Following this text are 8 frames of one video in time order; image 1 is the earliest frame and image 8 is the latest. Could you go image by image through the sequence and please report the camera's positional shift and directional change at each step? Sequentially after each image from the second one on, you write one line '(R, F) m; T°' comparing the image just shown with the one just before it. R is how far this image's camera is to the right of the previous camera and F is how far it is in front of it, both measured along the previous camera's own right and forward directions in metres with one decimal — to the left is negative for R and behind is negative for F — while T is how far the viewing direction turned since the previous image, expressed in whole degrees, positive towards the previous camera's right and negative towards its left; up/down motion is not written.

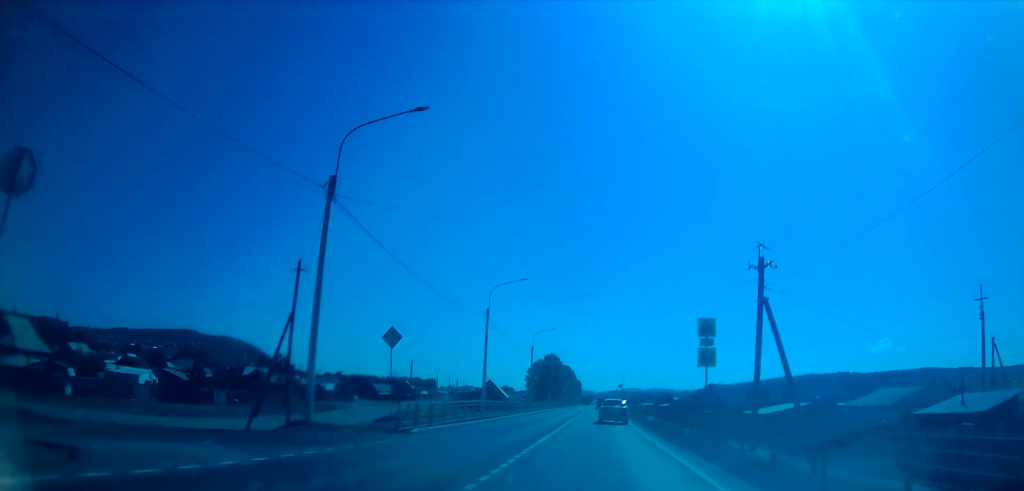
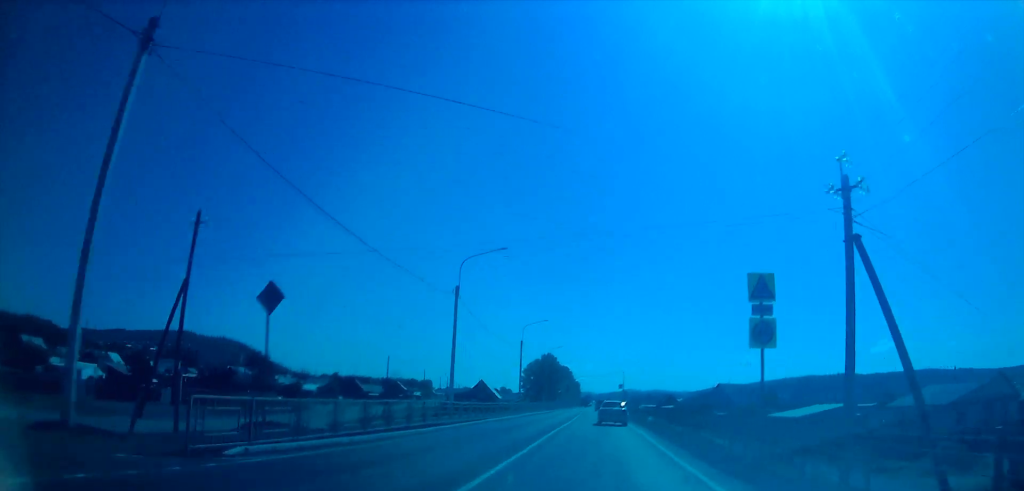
(-0.1, +11.0) m; 0°
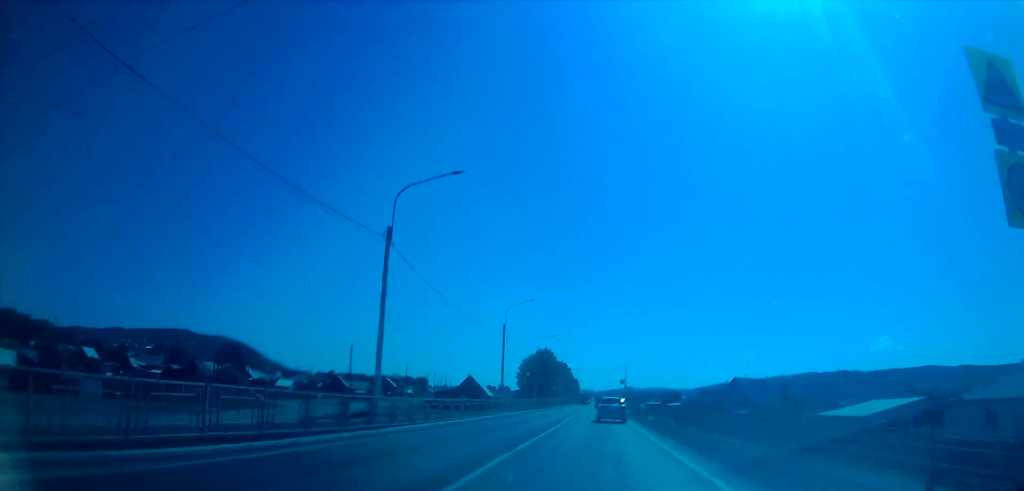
(+0.1, +13.9) m; 0°
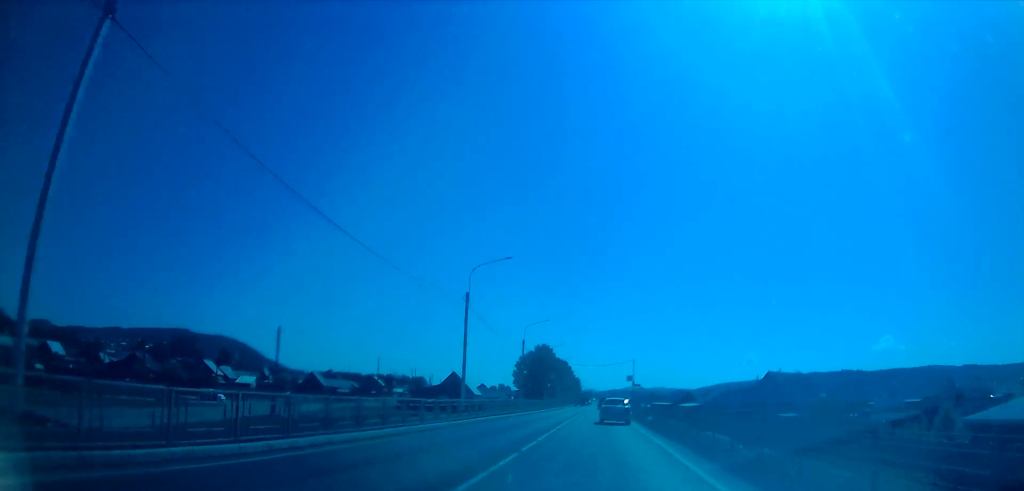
(-0.1, +19.5) m; 0°
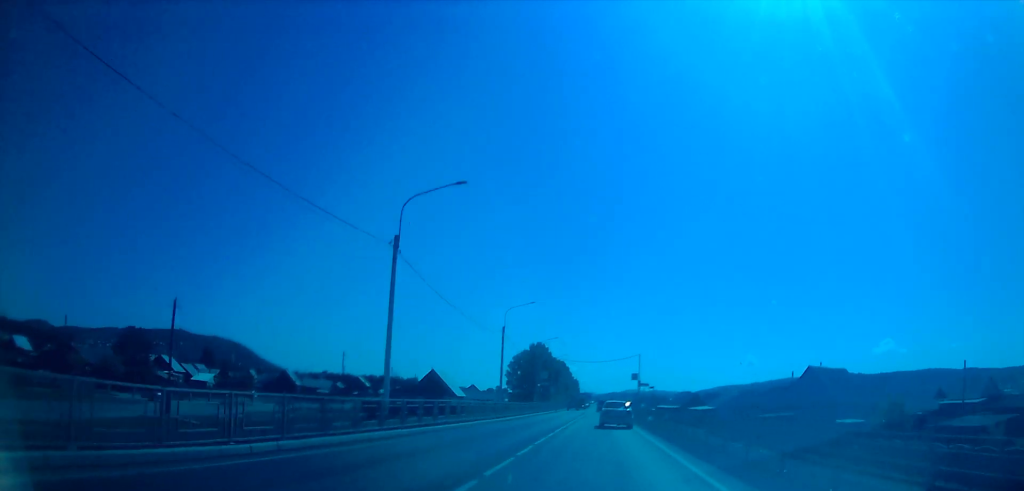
(0.0, +15.8) m; 0°
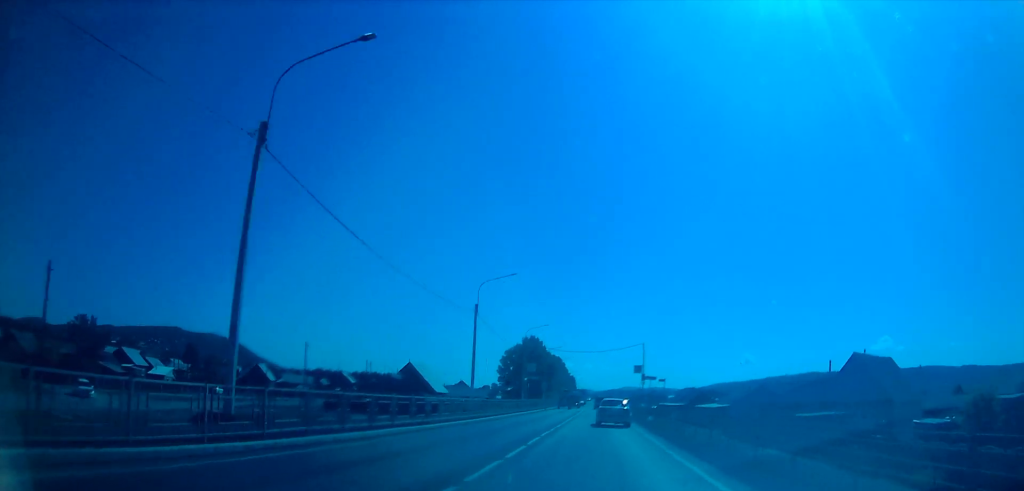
(0.0, +12.9) m; 0°
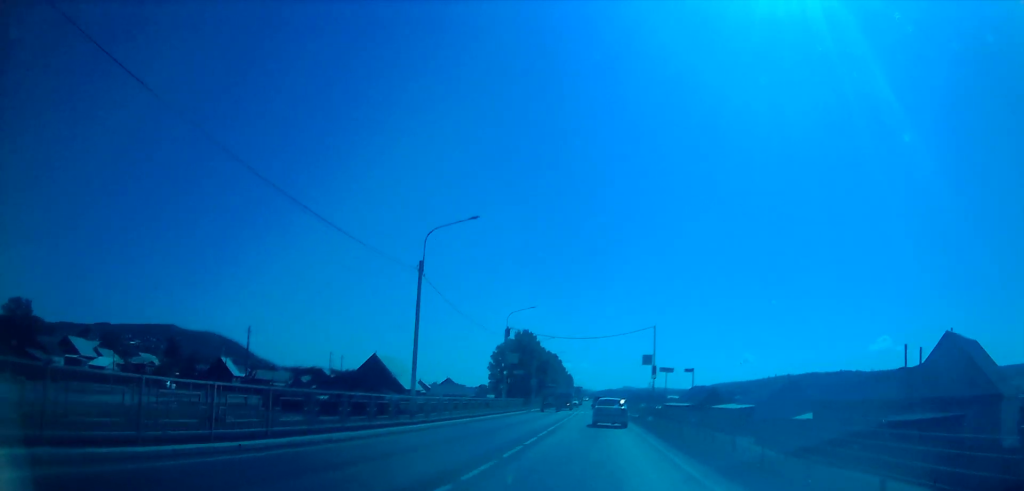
(+0.1, +16.2) m; 0°
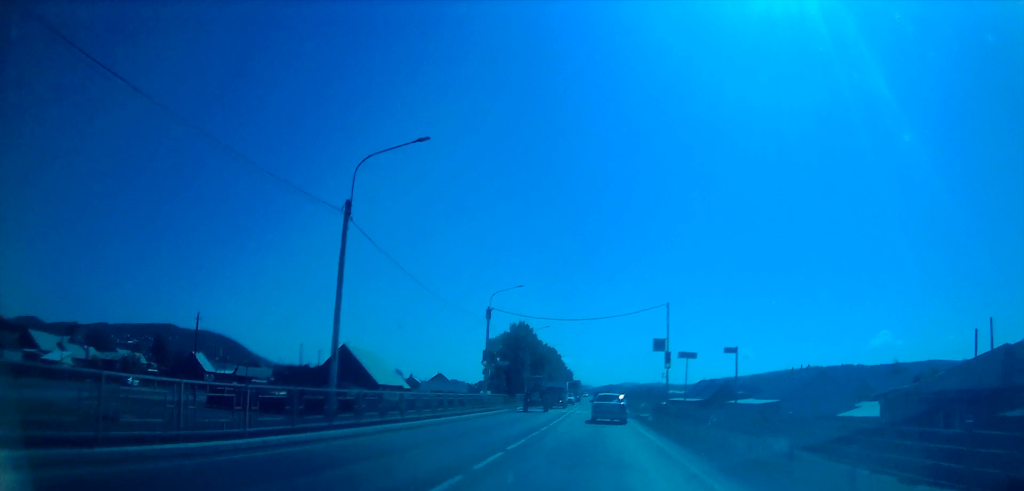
(0.0, +11.2) m; 0°
